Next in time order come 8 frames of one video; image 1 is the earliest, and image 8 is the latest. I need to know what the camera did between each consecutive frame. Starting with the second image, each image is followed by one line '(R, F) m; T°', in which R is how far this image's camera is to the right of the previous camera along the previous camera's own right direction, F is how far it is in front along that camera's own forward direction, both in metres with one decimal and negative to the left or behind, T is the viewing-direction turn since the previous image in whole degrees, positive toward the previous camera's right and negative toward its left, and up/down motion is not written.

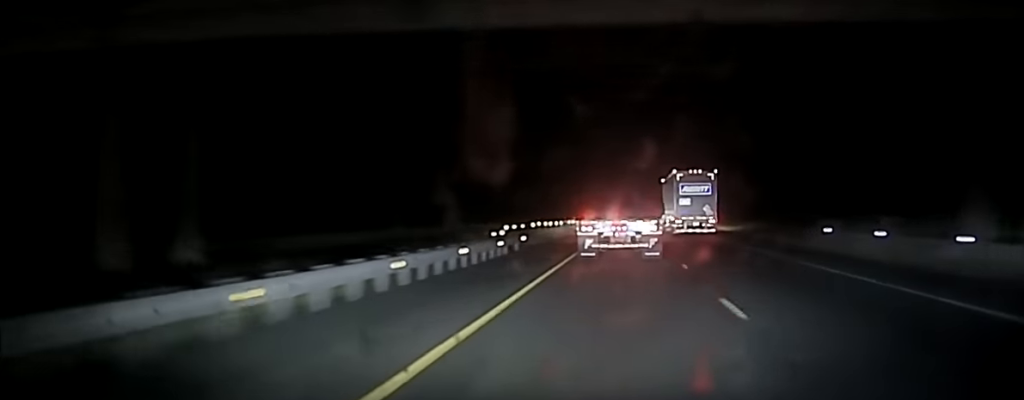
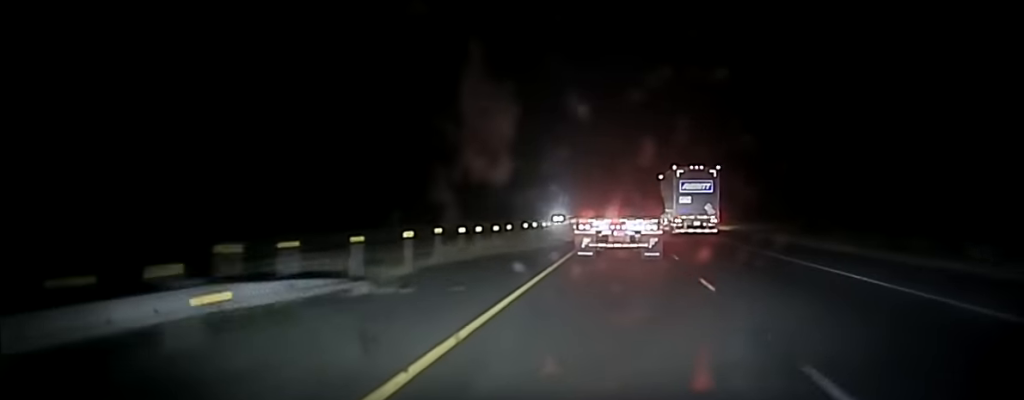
(-0.2, +33.0) m; 0°
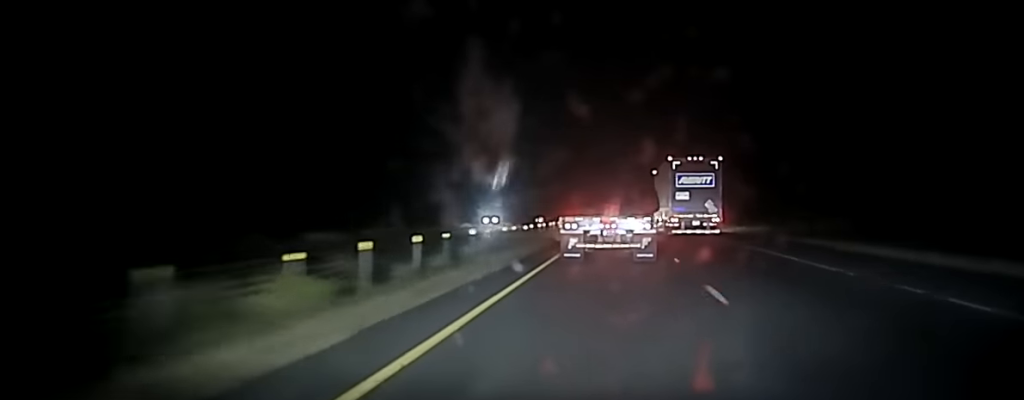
(+0.9, +68.2) m; +2°
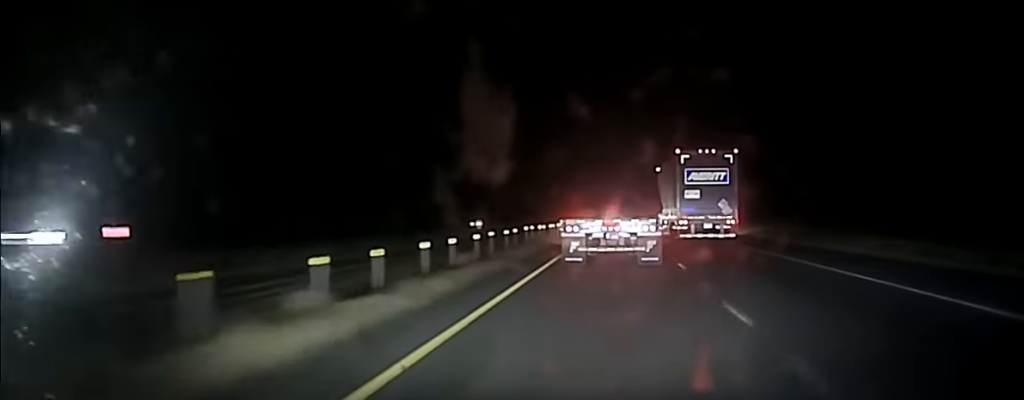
(+0.1, +56.6) m; 0°
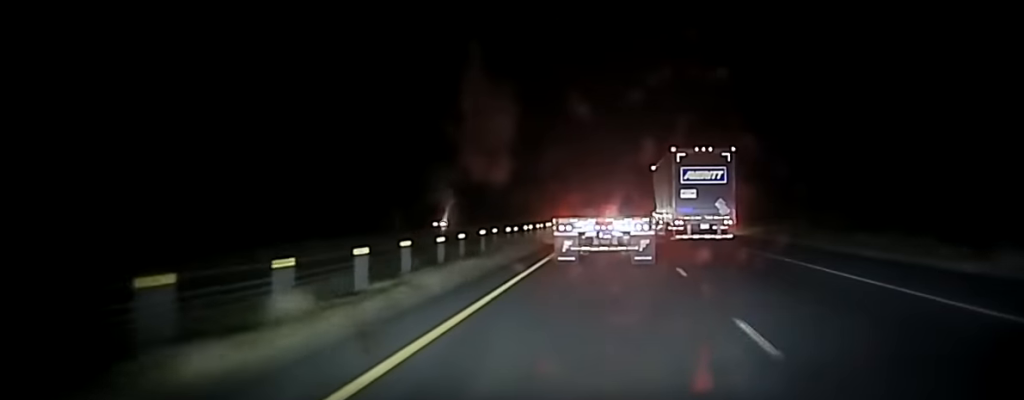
(-0.1, +13.5) m; 0°
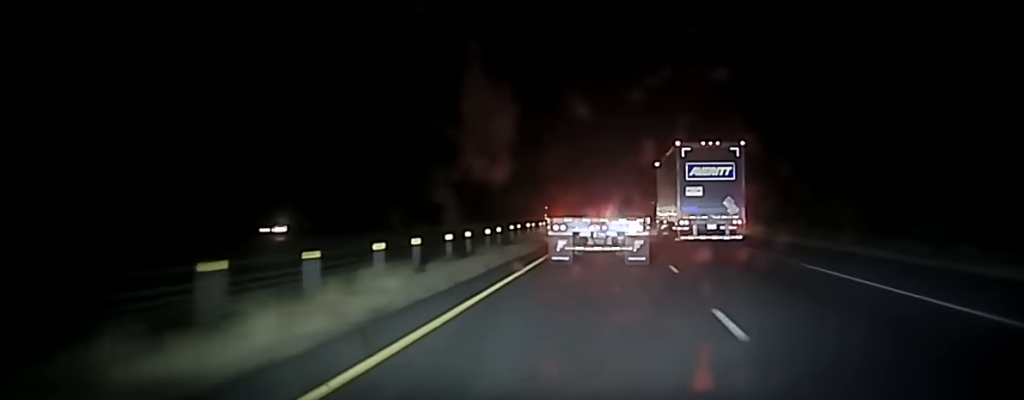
(0.0, +33.7) m; 0°
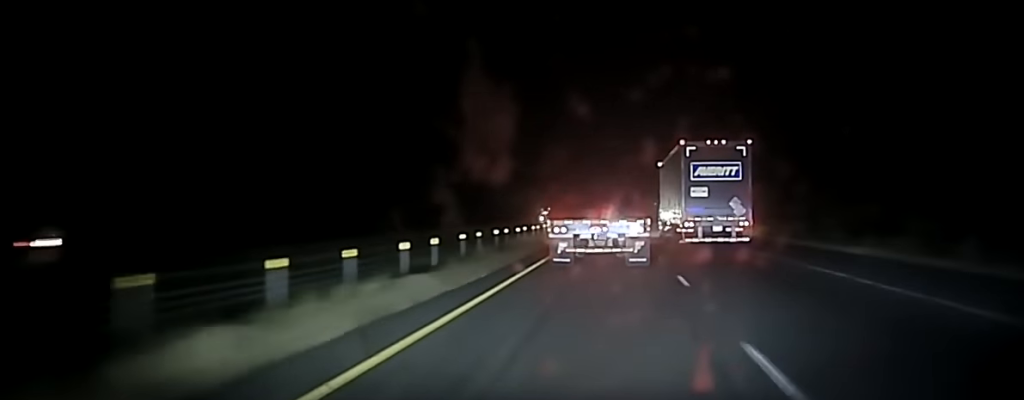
(0.0, +14.9) m; 0°
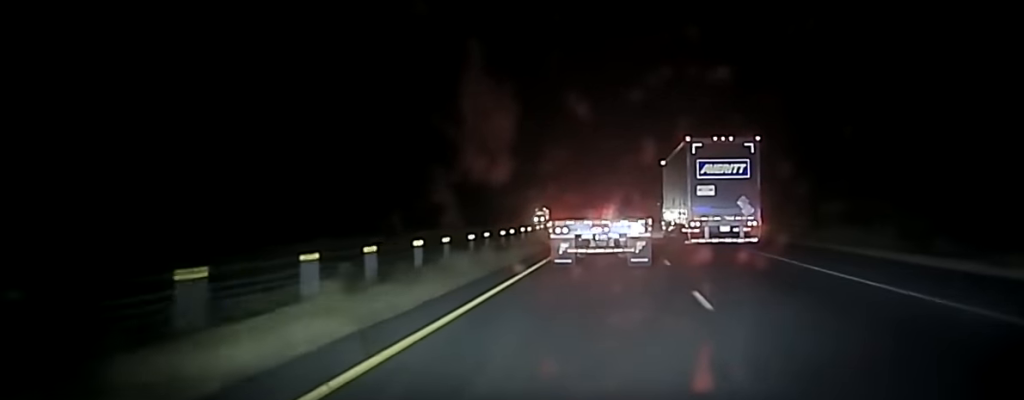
(0.0, +17.2) m; 0°
